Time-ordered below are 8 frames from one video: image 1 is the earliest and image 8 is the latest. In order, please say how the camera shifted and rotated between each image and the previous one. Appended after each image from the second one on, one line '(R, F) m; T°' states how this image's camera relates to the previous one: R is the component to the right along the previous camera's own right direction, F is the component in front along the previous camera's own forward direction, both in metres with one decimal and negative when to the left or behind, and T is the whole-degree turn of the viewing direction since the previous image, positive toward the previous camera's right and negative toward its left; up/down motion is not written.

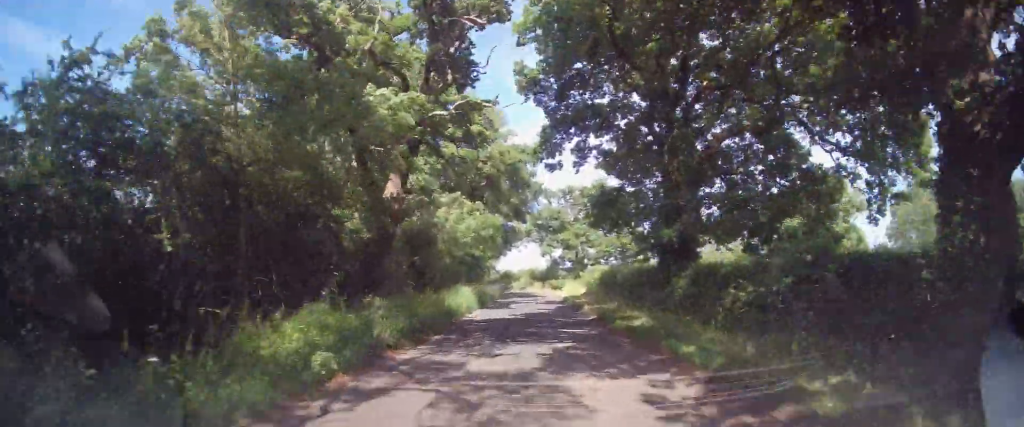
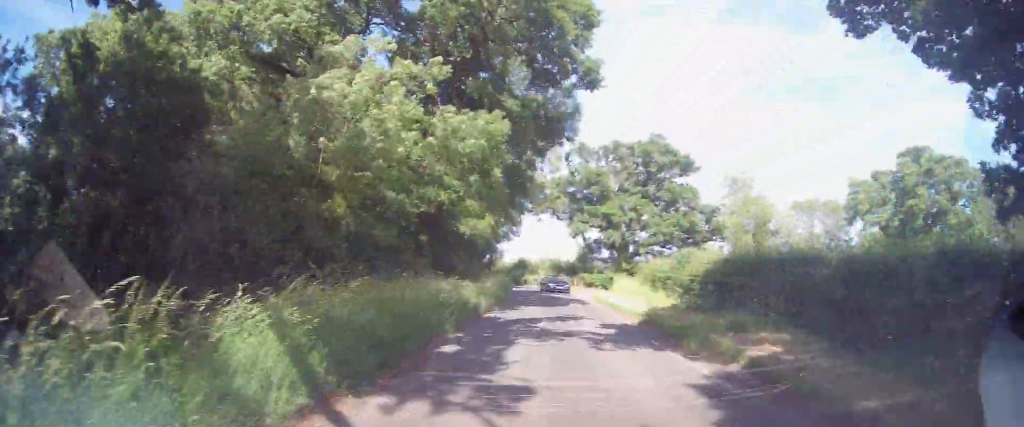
(-3.2, +23.8) m; -9°
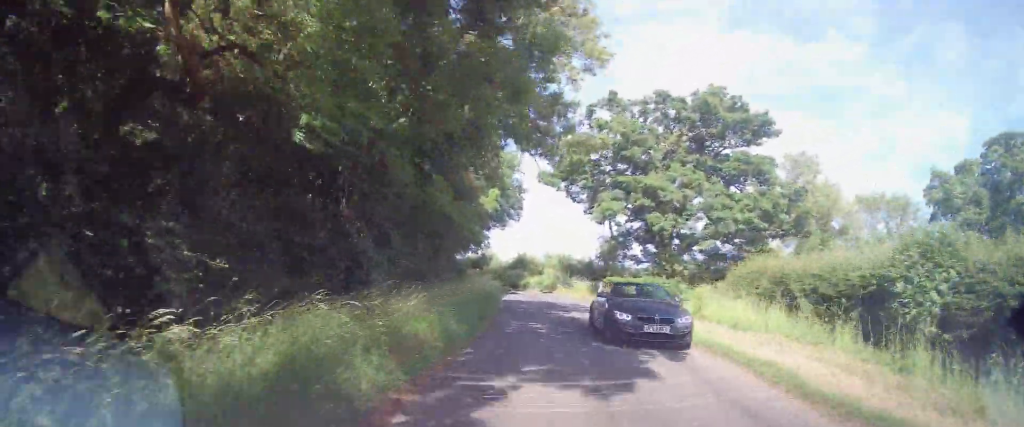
(0.0, +17.8) m; 0°
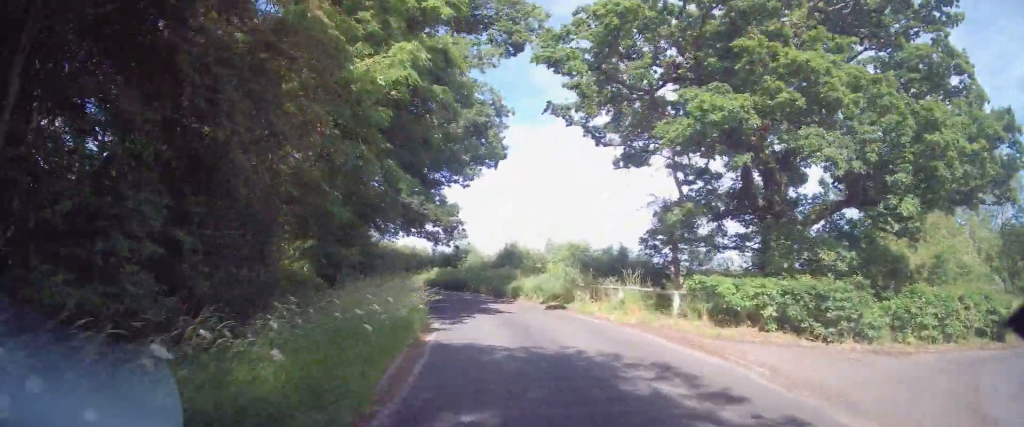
(+0.3, +20.7) m; +4°
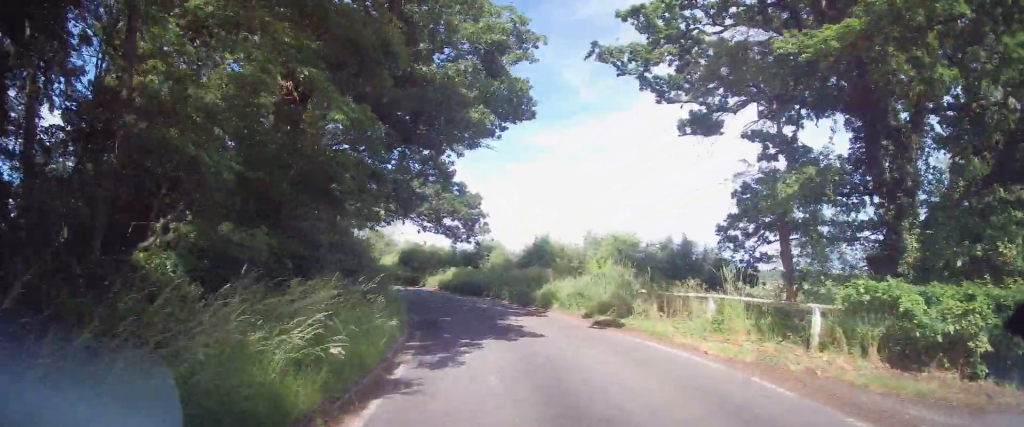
(+0.3, +6.7) m; -1°
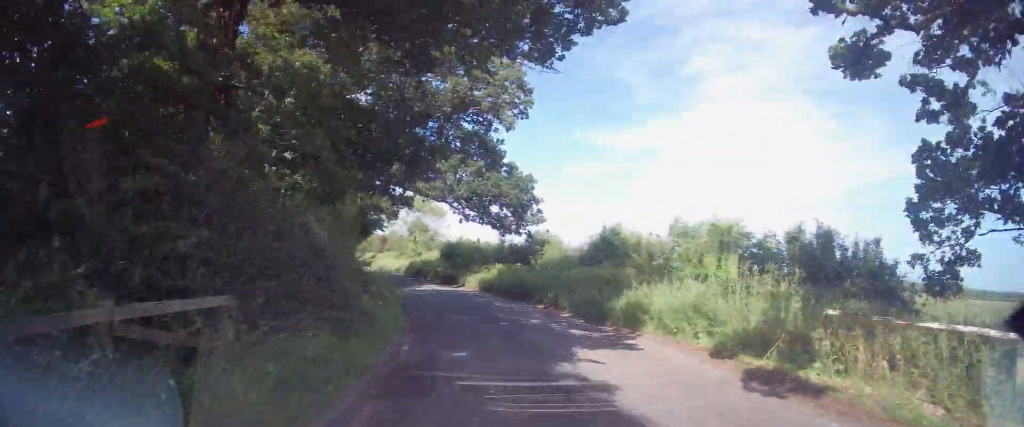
(+0.5, +7.4) m; -2°
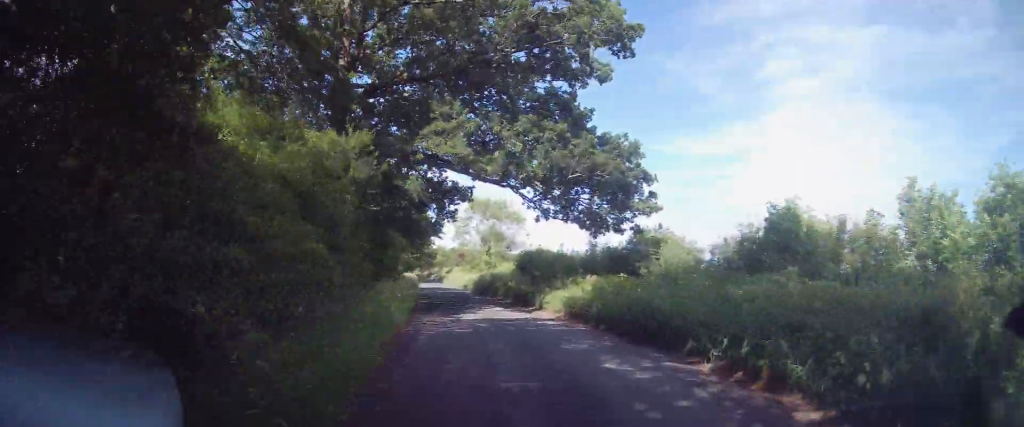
(-1.0, +10.1) m; -7°
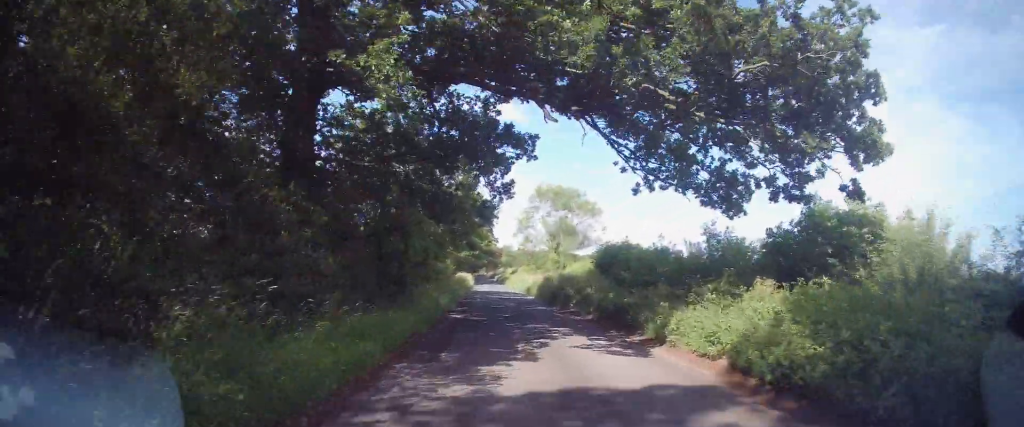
(-0.5, +10.3) m; -6°
